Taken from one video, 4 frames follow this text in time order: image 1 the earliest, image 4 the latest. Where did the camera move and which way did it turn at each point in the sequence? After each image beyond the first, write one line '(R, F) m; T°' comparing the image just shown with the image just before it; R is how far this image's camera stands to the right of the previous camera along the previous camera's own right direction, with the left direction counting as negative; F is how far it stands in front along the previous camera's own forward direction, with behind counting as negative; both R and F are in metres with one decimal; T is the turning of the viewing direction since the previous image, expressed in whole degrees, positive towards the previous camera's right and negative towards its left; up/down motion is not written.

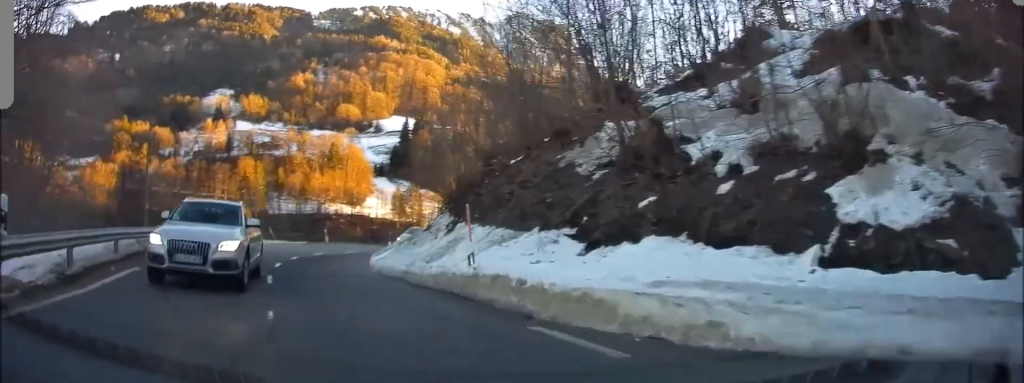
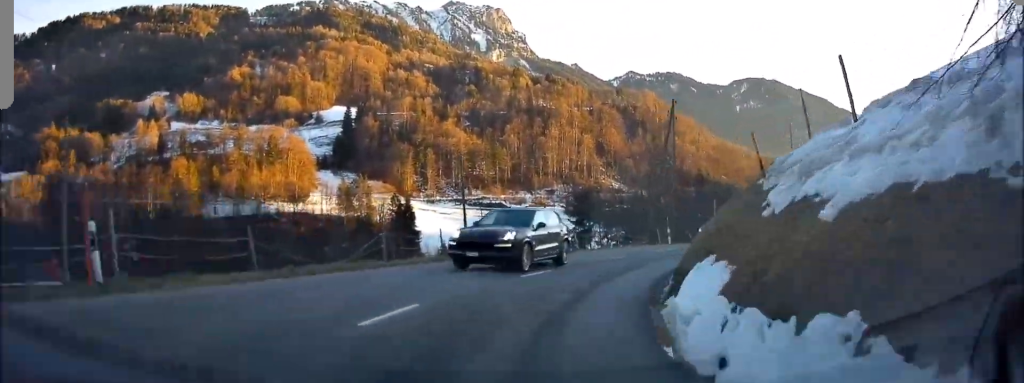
(-16.9, +29.0) m; -27°
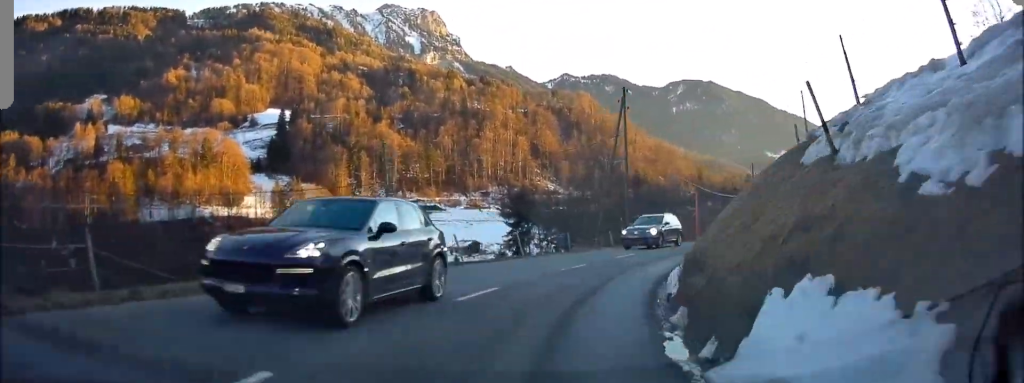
(-0.1, +3.8) m; +3°
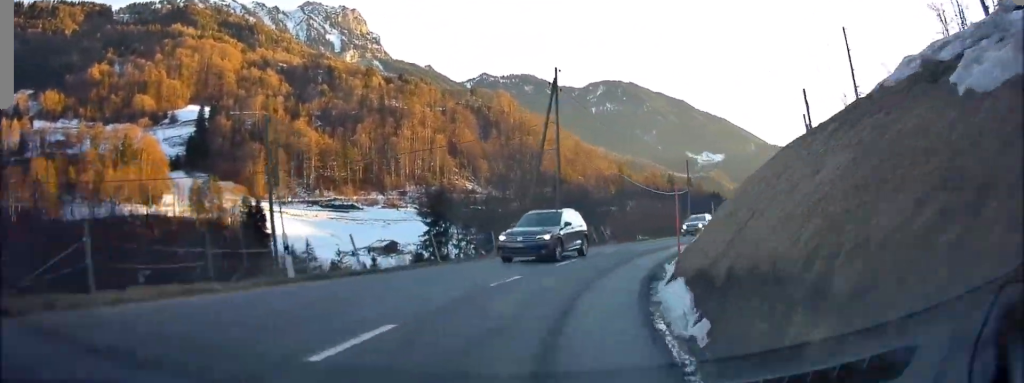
(+0.4, +4.7) m; +9°
